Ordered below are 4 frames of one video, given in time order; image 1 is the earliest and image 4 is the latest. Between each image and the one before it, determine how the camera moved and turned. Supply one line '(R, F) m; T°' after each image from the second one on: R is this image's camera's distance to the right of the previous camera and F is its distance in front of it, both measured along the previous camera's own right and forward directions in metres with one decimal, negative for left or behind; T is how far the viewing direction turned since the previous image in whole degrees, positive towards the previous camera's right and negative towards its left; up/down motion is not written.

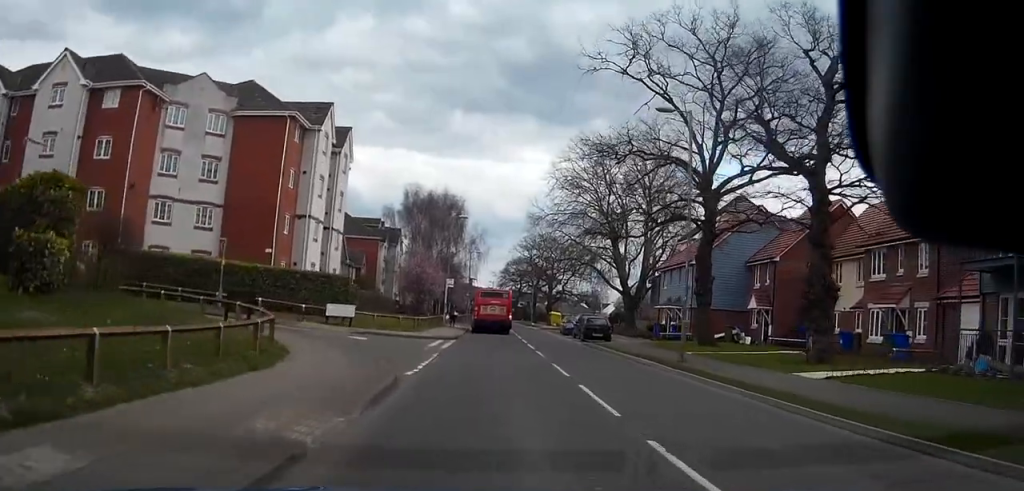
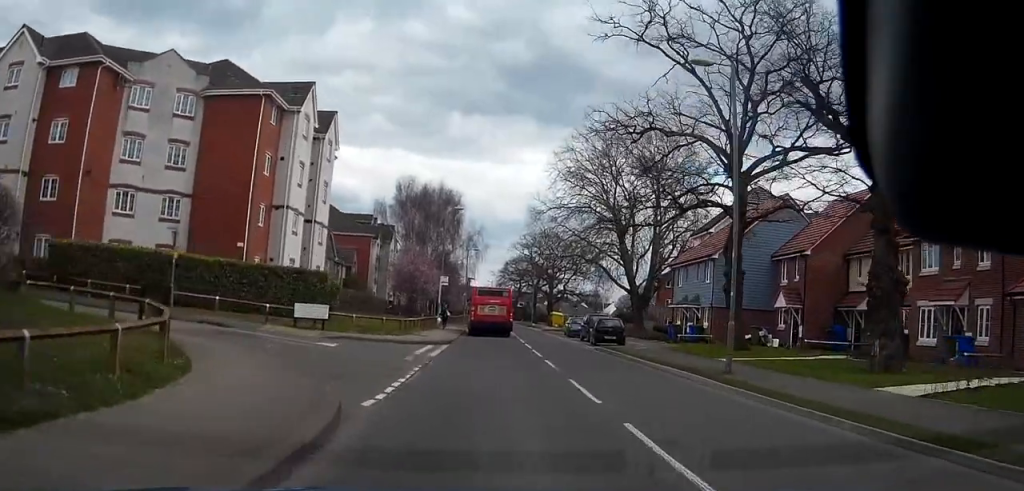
(+0.1, +5.0) m; +1°
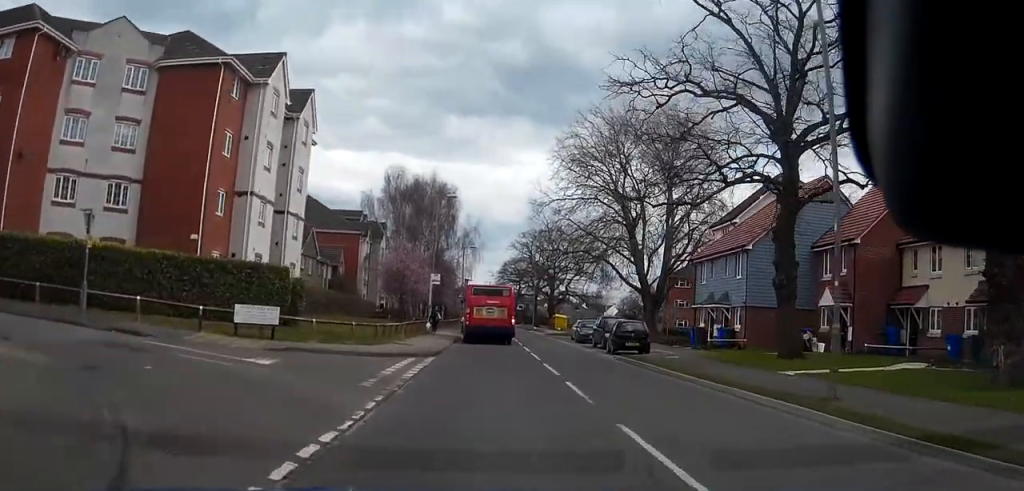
(+0.1, +6.3) m; +1°
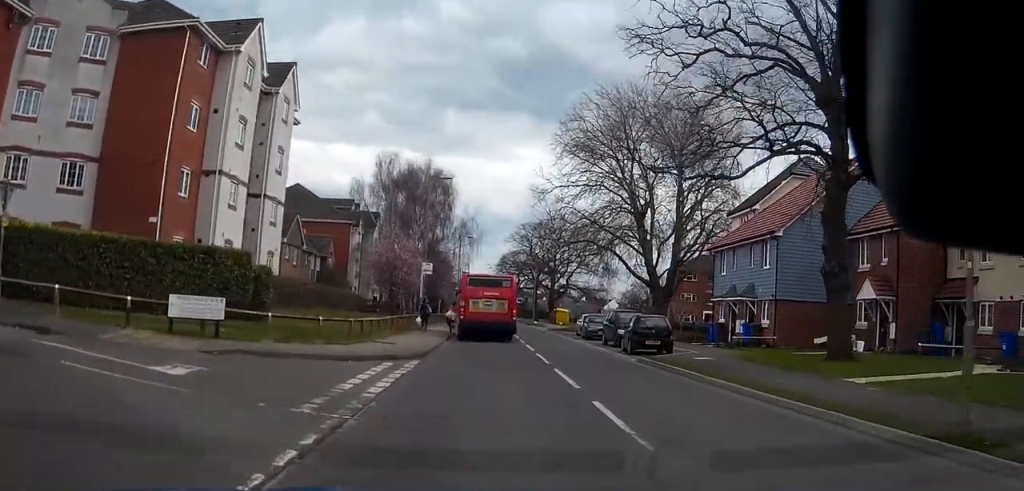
(0.0, +4.2) m; 0°
